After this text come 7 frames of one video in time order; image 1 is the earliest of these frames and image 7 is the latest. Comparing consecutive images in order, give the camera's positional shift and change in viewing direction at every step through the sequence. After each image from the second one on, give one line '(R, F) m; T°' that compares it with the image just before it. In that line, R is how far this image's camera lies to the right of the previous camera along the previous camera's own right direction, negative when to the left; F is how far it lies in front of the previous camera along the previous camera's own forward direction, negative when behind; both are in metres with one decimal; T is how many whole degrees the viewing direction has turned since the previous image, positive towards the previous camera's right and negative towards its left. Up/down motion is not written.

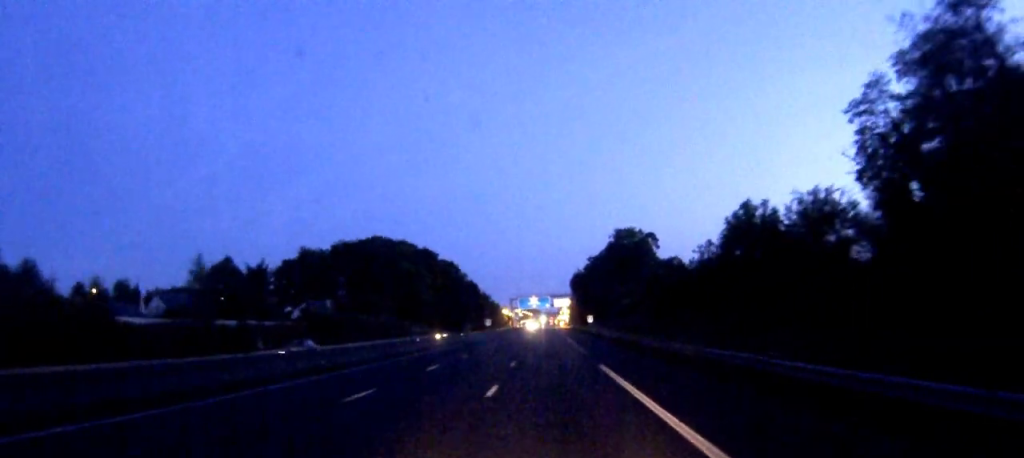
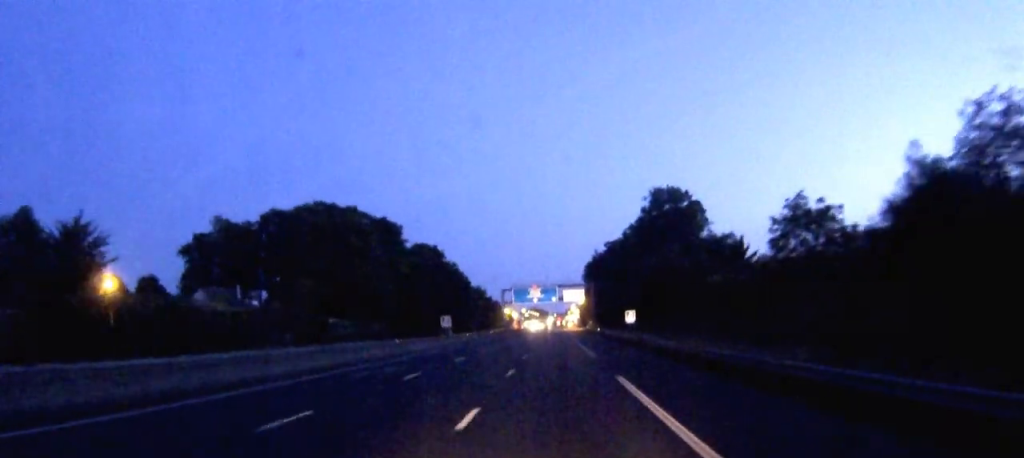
(-0.2, +57.5) m; 0°
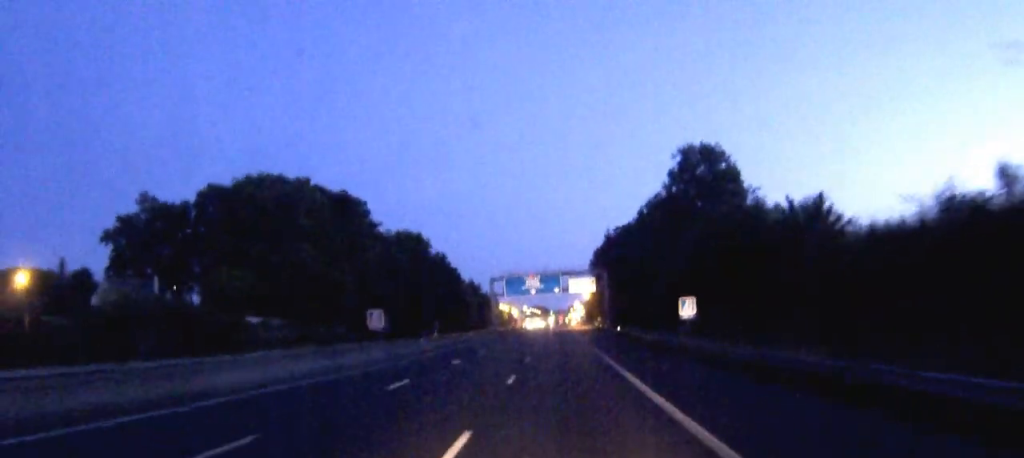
(-0.1, +29.5) m; 0°
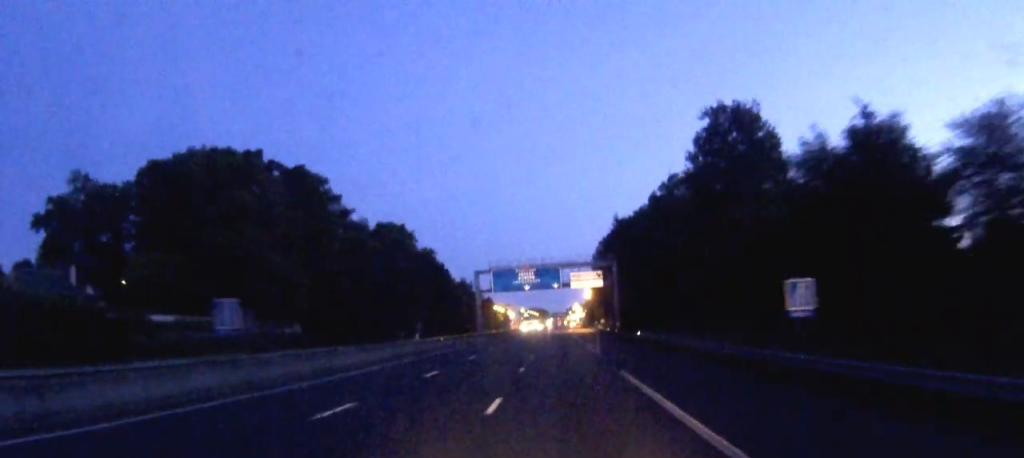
(0.0, +20.0) m; 0°
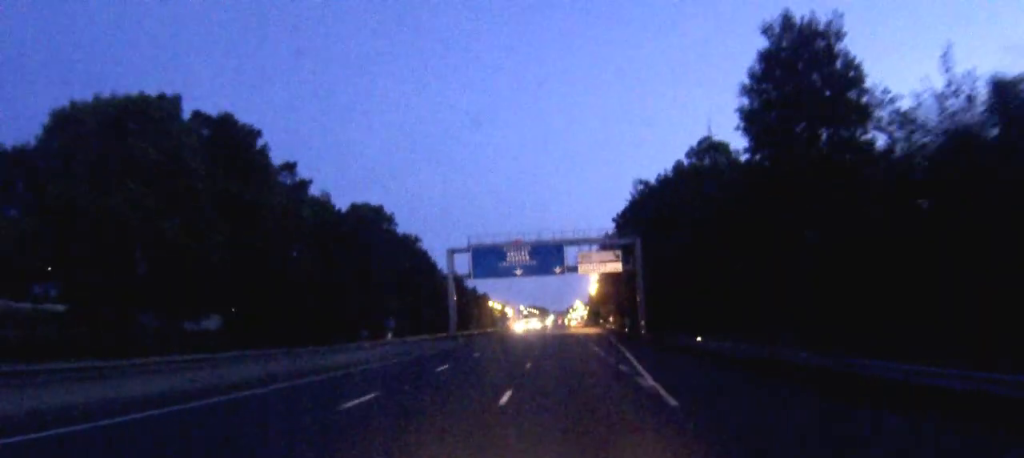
(-0.1, +24.4) m; 0°
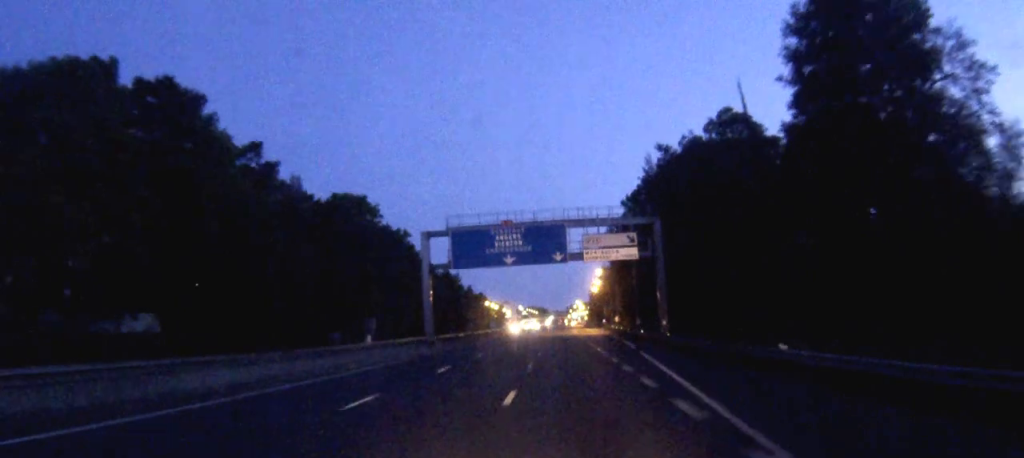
(0.0, +13.1) m; 0°
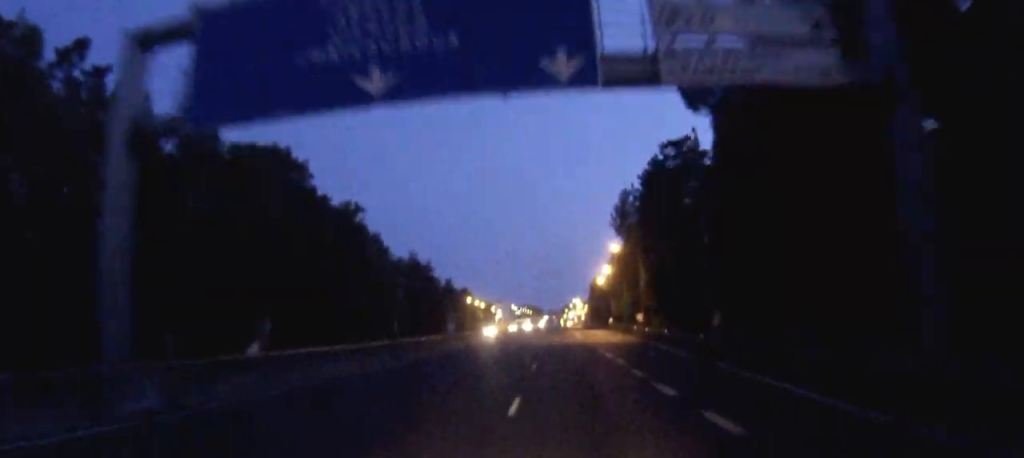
(-0.1, +40.3) m; 0°
